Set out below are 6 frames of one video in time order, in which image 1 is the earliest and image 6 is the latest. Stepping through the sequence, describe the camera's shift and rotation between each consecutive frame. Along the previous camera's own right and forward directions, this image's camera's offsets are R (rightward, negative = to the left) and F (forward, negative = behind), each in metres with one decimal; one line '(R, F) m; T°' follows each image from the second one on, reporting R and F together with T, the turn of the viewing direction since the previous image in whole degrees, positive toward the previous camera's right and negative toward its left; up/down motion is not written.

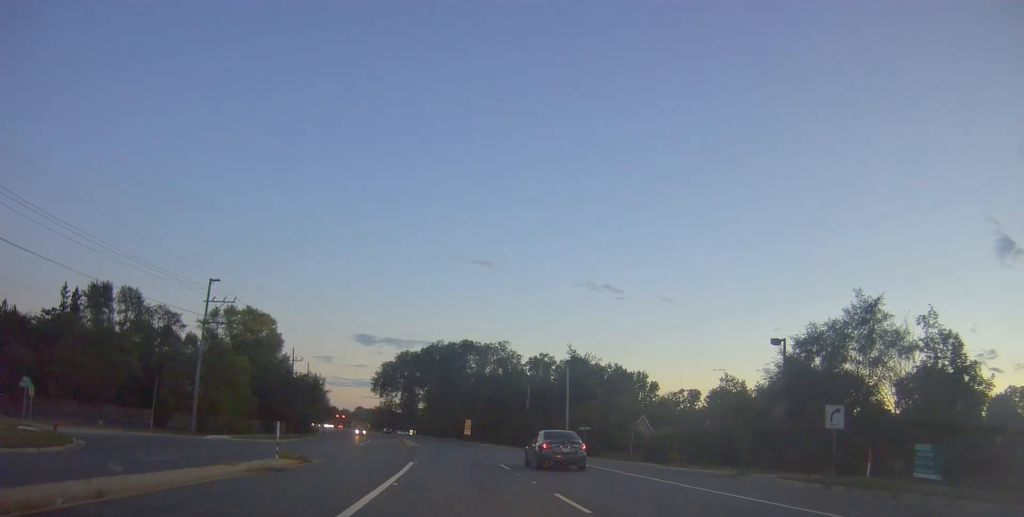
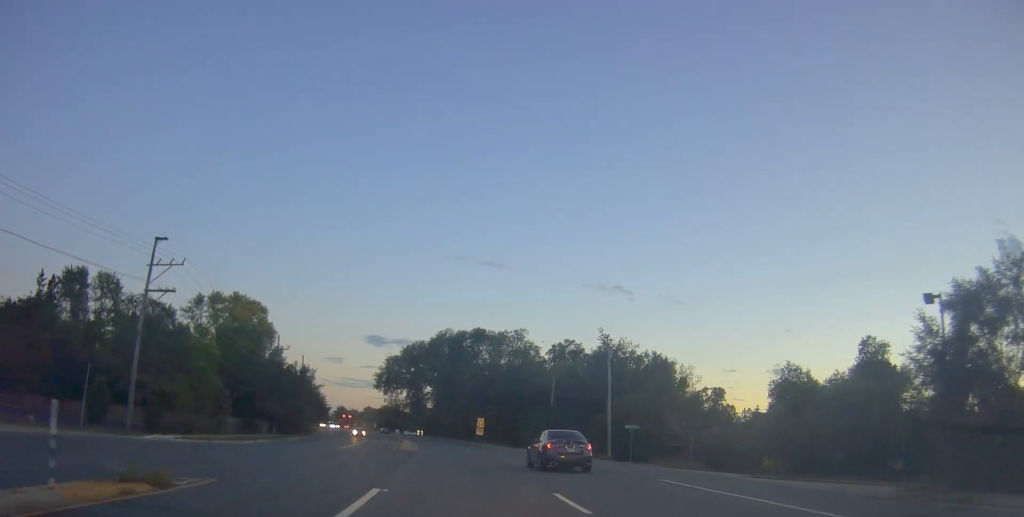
(-0.3, +12.3) m; -1°
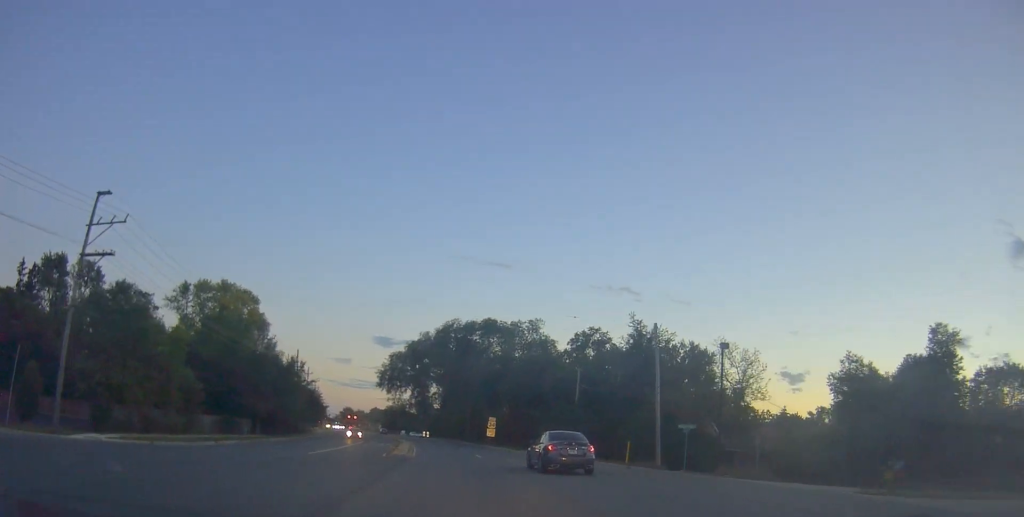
(-0.1, +9.3) m; 0°
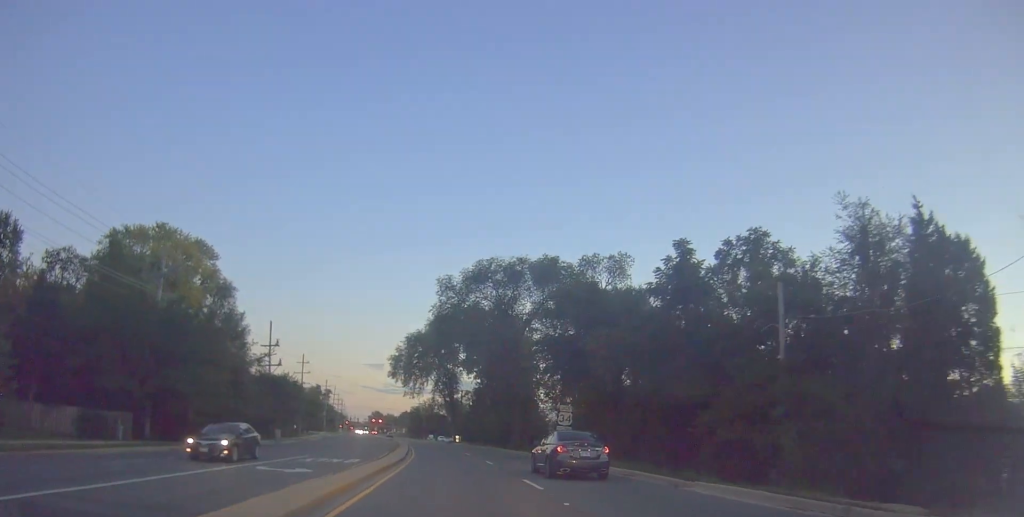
(+0.5, +31.2) m; -2°
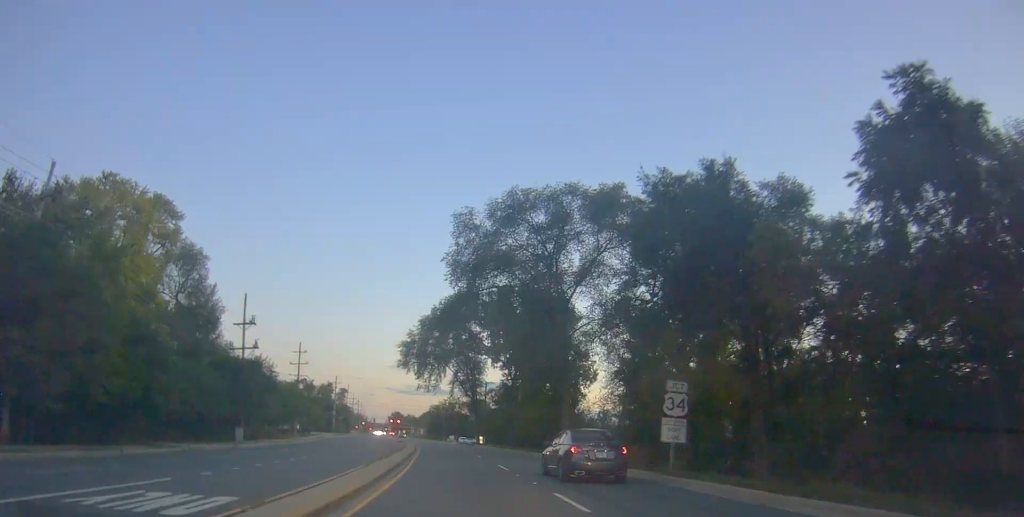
(-1.2, +16.2) m; -3°
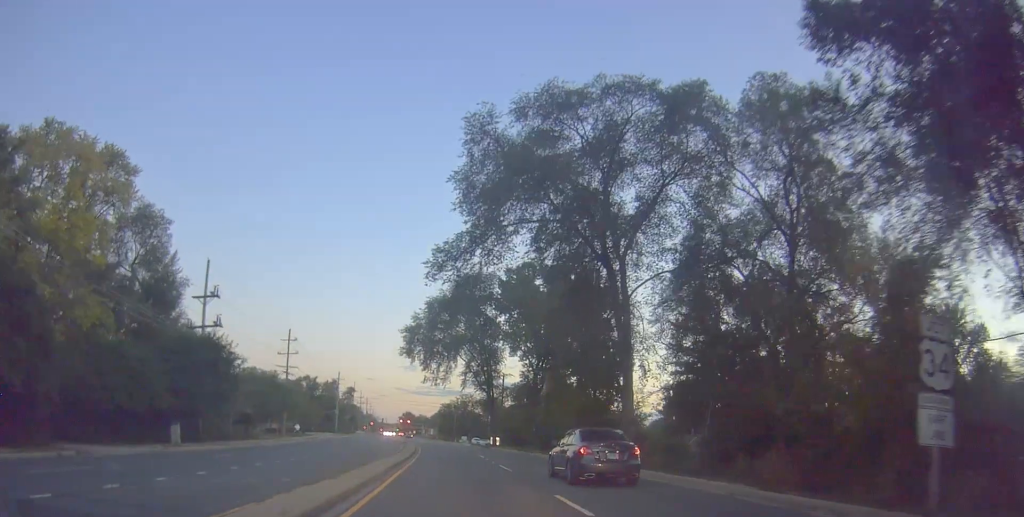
(-0.1, +12.6) m; -1°
